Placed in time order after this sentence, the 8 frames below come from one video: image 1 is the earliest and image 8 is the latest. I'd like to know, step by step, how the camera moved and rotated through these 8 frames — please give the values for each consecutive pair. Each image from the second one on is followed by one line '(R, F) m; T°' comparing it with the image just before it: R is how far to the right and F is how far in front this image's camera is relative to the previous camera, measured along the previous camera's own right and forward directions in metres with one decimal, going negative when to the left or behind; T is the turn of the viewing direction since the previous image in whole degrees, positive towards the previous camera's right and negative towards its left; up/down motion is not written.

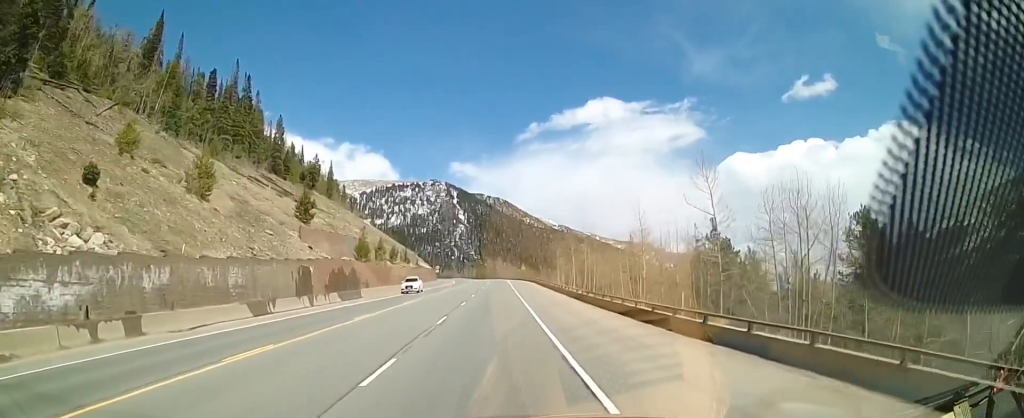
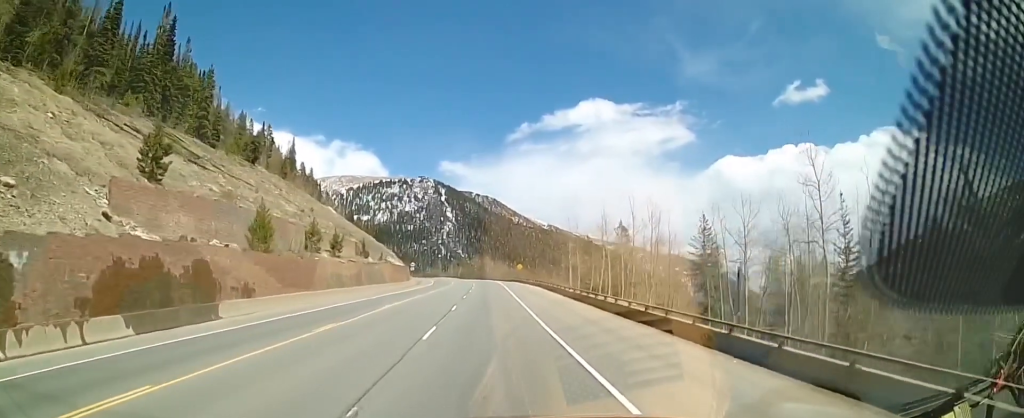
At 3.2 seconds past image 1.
(+0.4, +30.5) m; 0°
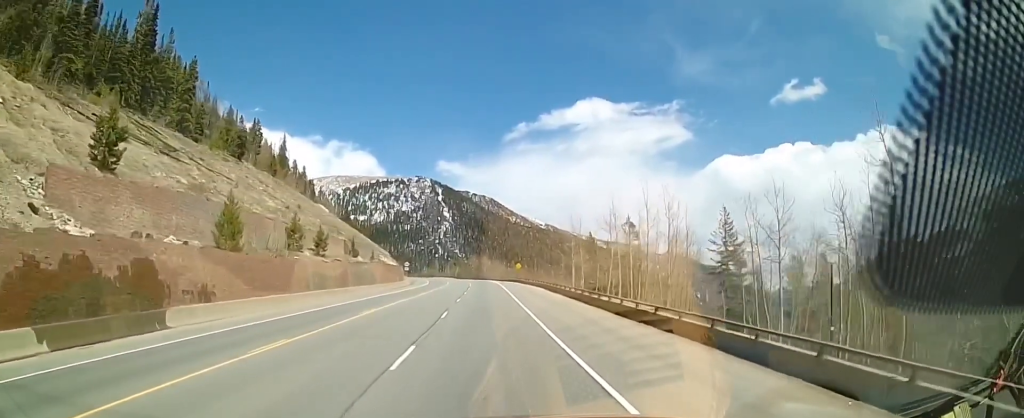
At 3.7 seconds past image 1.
(-0.3, +5.2) m; 0°
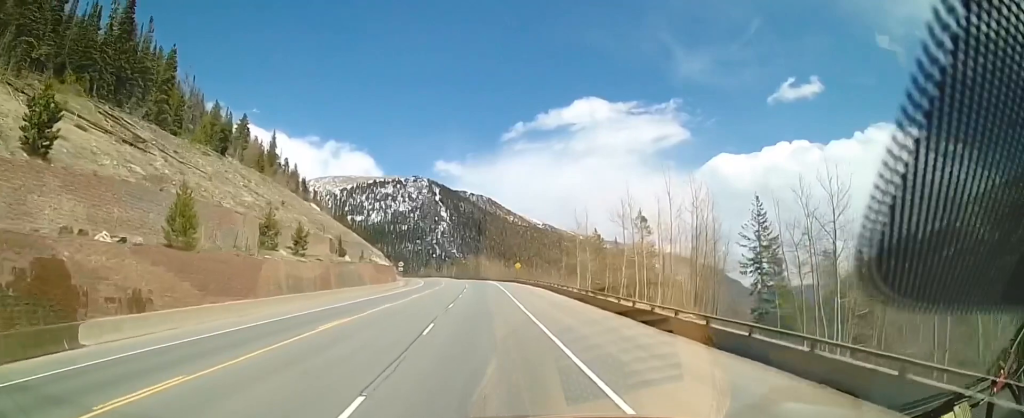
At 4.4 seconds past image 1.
(0.0, +6.0) m; +1°
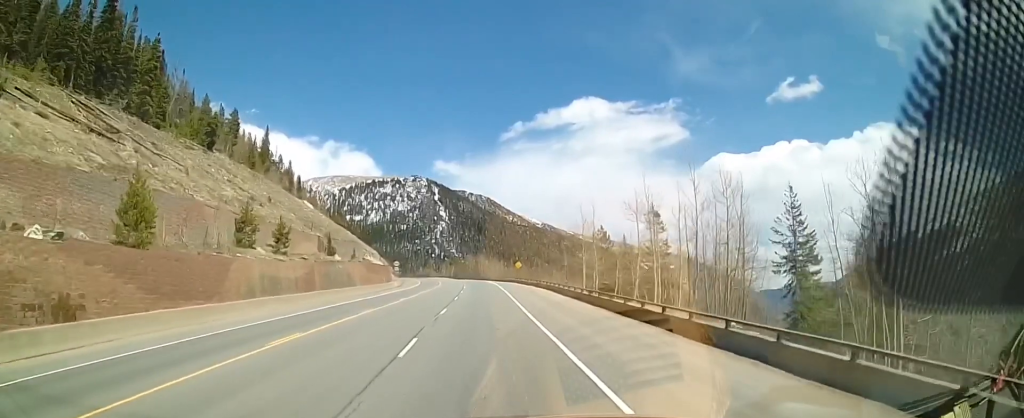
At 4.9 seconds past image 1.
(+0.2, +4.7) m; +1°
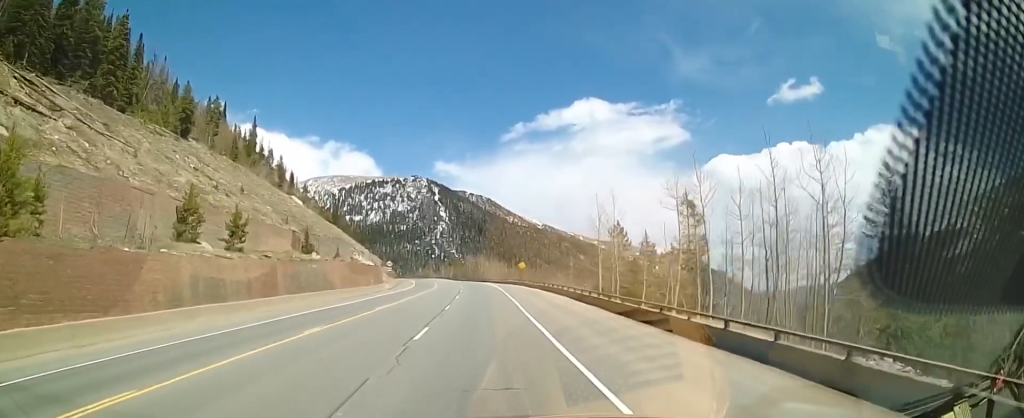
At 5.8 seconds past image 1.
(0.0, +8.9) m; -2°
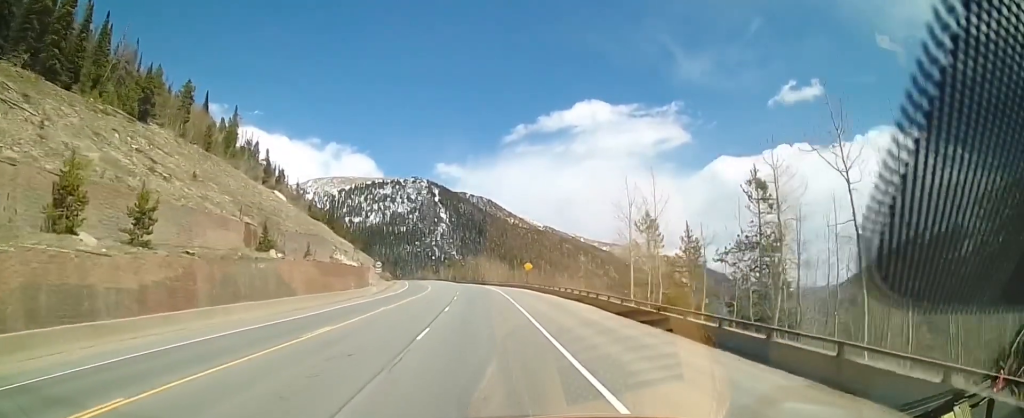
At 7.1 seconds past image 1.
(-0.4, +12.0) m; 0°
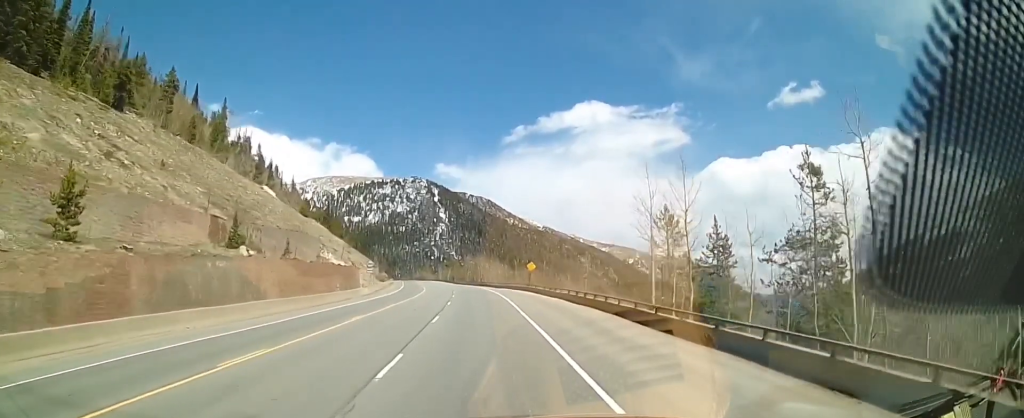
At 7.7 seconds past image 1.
(+0.3, +6.1) m; -1°
